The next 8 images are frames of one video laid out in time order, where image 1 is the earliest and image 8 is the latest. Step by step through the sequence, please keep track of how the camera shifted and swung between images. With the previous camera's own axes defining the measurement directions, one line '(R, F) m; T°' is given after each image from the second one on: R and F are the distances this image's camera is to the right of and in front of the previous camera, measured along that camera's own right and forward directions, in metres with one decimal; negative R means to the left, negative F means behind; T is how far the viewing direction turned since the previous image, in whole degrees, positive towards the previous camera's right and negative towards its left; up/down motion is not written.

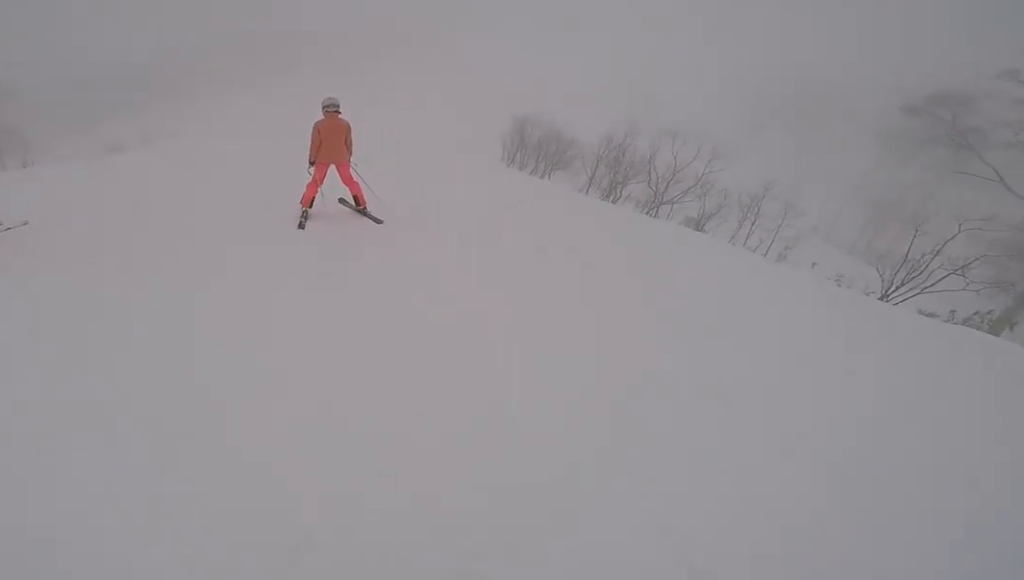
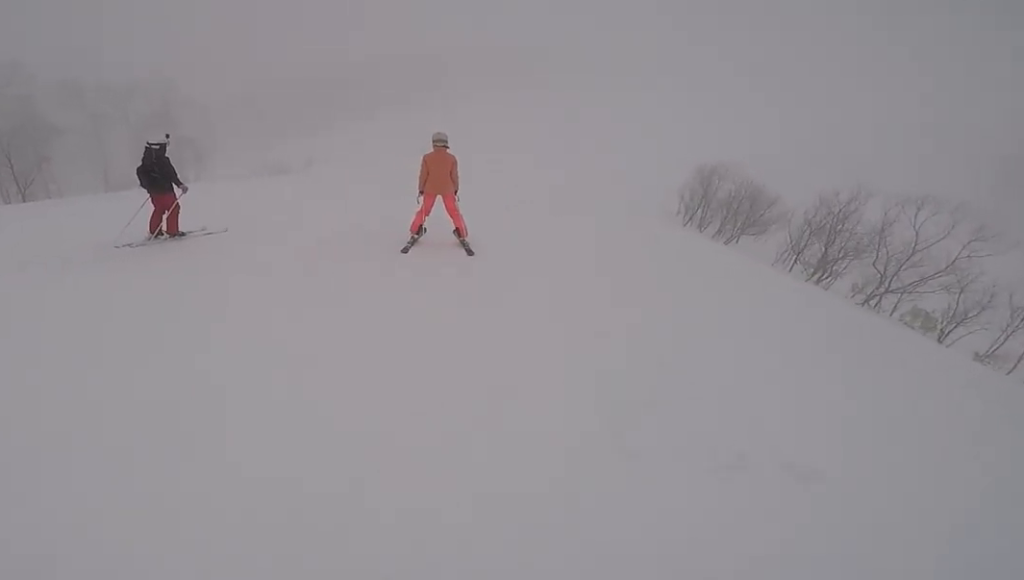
(-0.2, +2.5) m; -1°
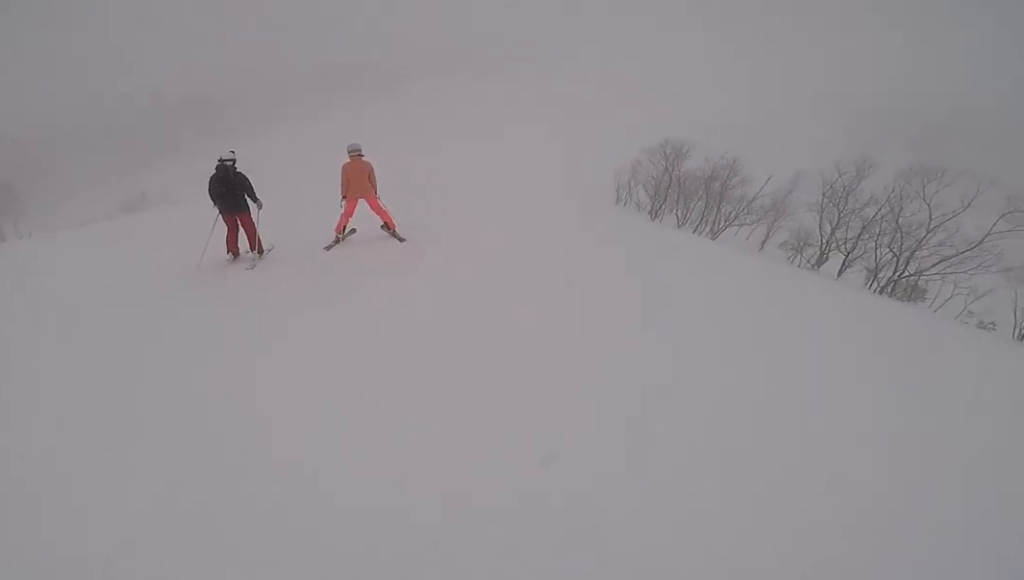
(+0.1, +5.1) m; -7°
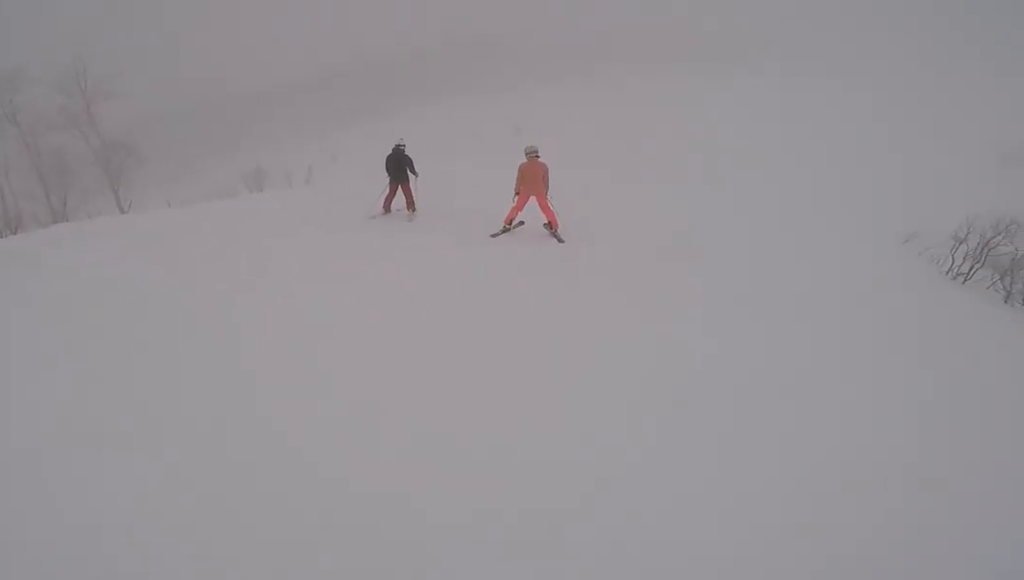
(-1.6, +7.4) m; -4°
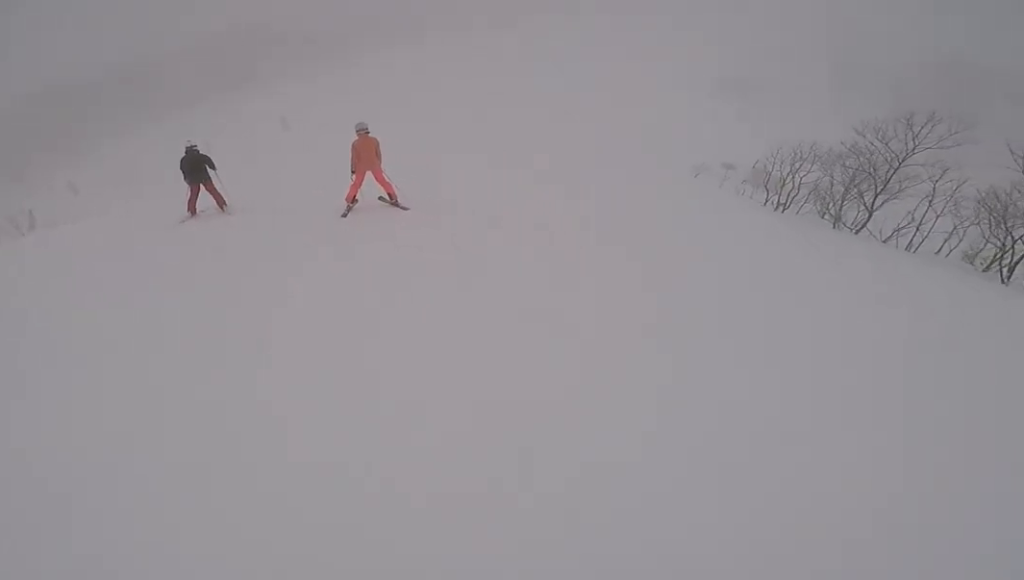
(+0.1, +2.5) m; +8°
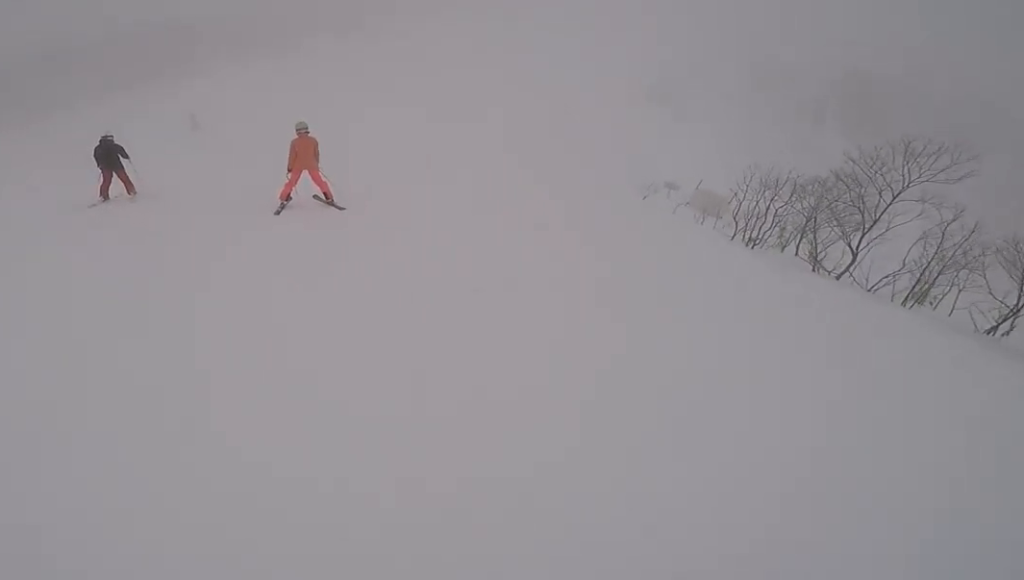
(+0.5, +1.7) m; +1°
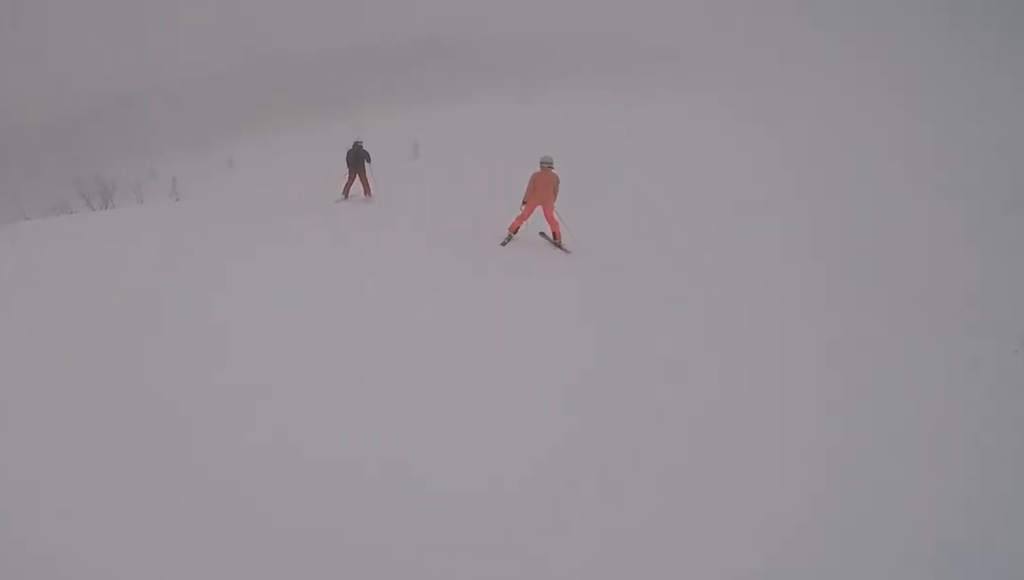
(-0.3, +2.8) m; -2°
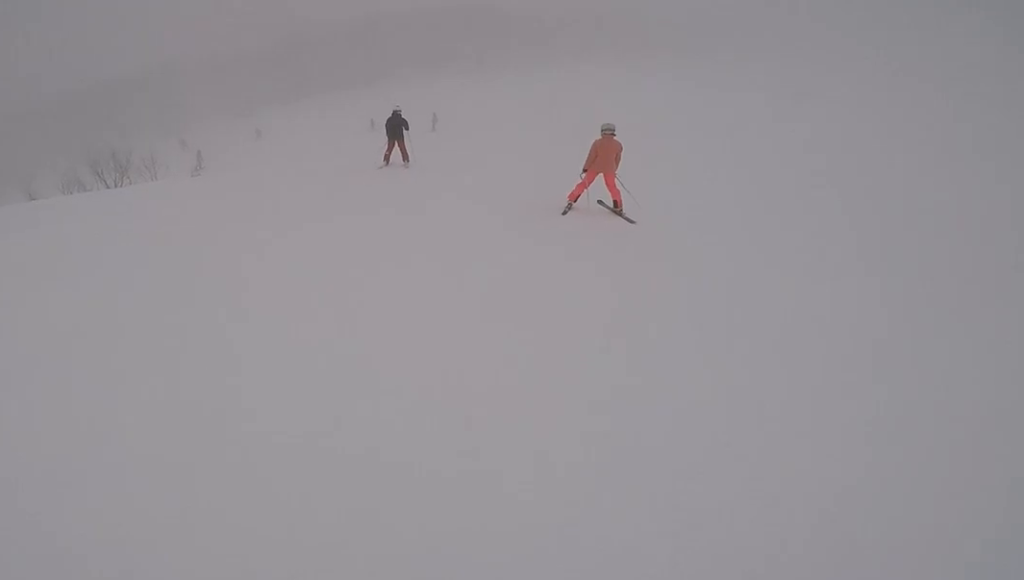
(-0.3, +1.7) m; -2°
